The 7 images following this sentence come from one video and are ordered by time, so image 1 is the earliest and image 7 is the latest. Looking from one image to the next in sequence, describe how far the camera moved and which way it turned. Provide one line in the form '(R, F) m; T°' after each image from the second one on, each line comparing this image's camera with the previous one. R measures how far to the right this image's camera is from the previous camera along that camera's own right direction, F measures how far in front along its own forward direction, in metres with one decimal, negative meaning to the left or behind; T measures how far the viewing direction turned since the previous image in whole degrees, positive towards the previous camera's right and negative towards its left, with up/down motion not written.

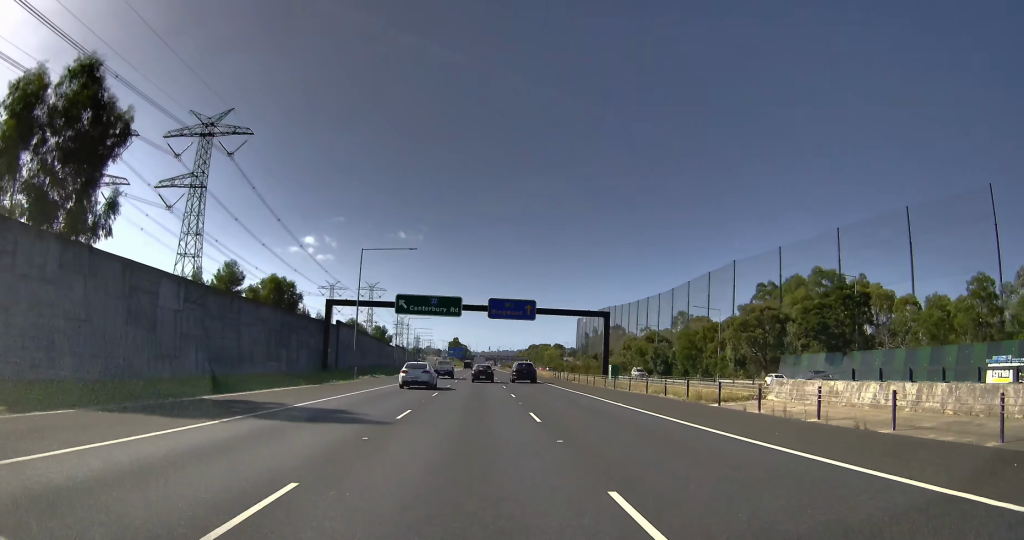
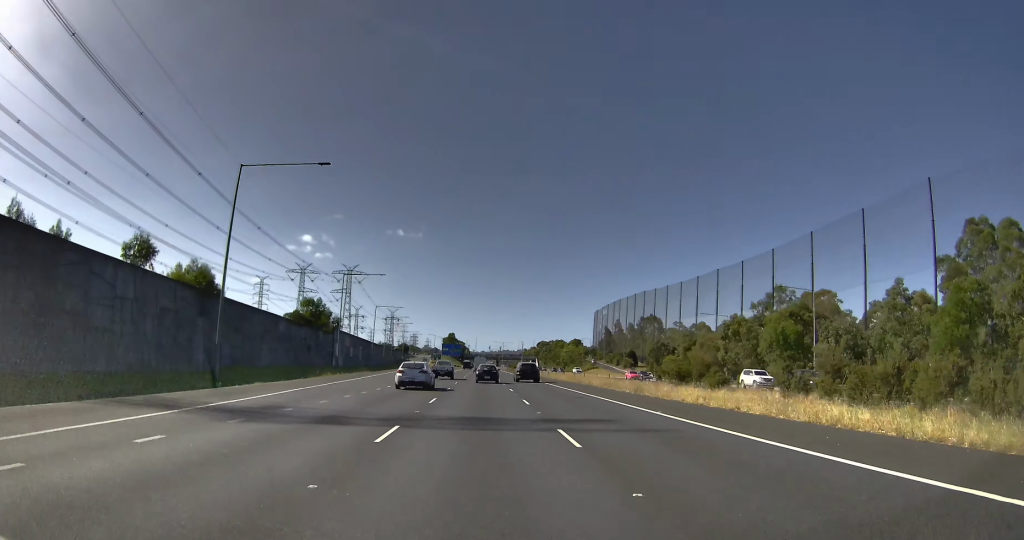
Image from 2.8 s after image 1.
(-0.3, +56.4) m; 0°
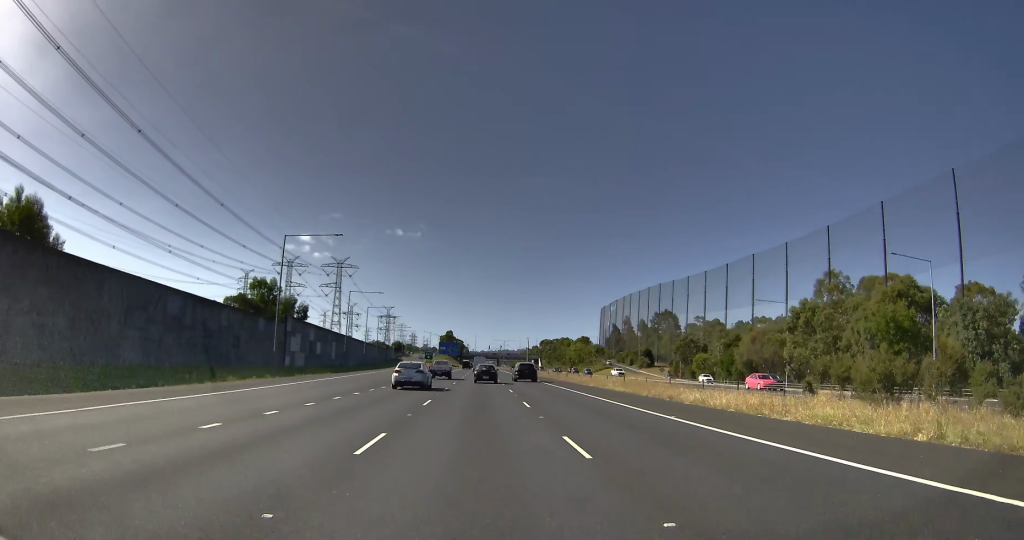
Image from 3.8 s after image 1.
(-0.2, +21.6) m; -1°
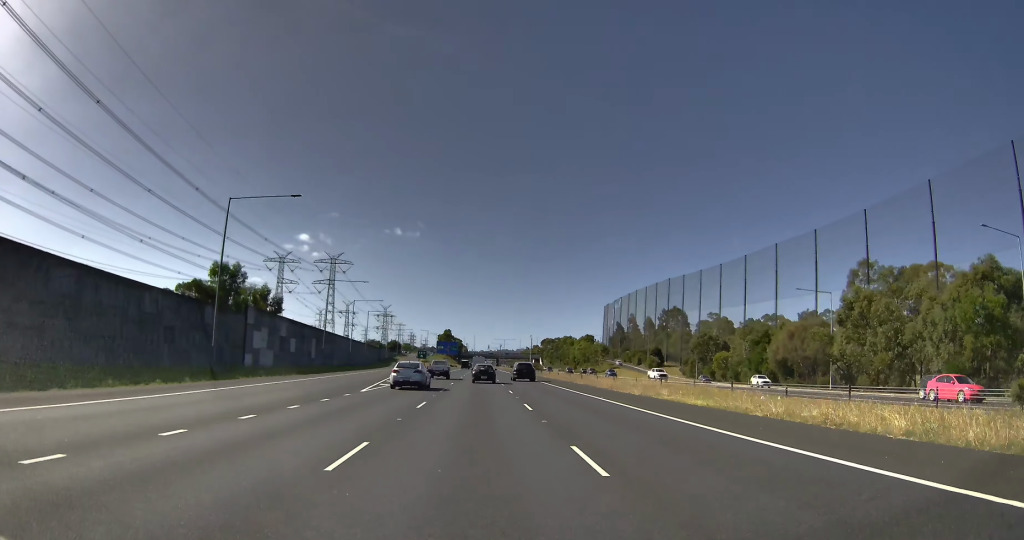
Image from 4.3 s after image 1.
(-0.2, +12.2) m; -1°
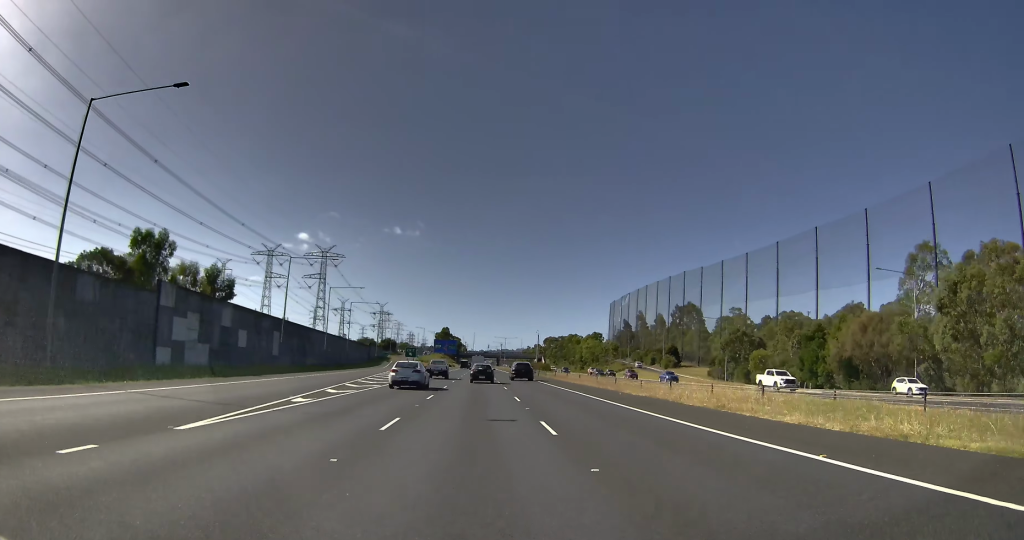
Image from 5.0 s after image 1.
(0.0, +18.4) m; 0°
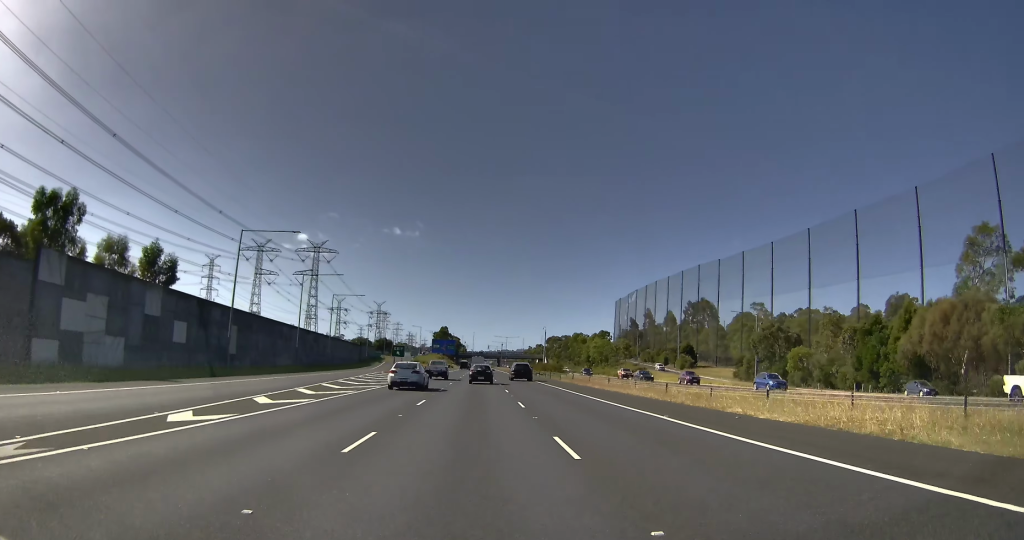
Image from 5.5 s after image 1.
(0.0, +15.4) m; 0°
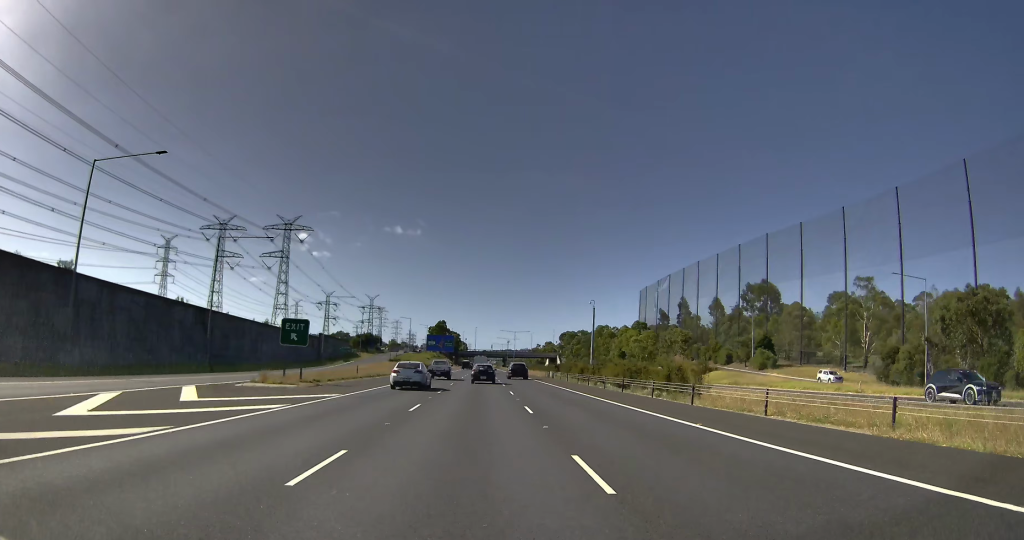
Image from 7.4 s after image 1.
(0.0, +54.6) m; 0°
